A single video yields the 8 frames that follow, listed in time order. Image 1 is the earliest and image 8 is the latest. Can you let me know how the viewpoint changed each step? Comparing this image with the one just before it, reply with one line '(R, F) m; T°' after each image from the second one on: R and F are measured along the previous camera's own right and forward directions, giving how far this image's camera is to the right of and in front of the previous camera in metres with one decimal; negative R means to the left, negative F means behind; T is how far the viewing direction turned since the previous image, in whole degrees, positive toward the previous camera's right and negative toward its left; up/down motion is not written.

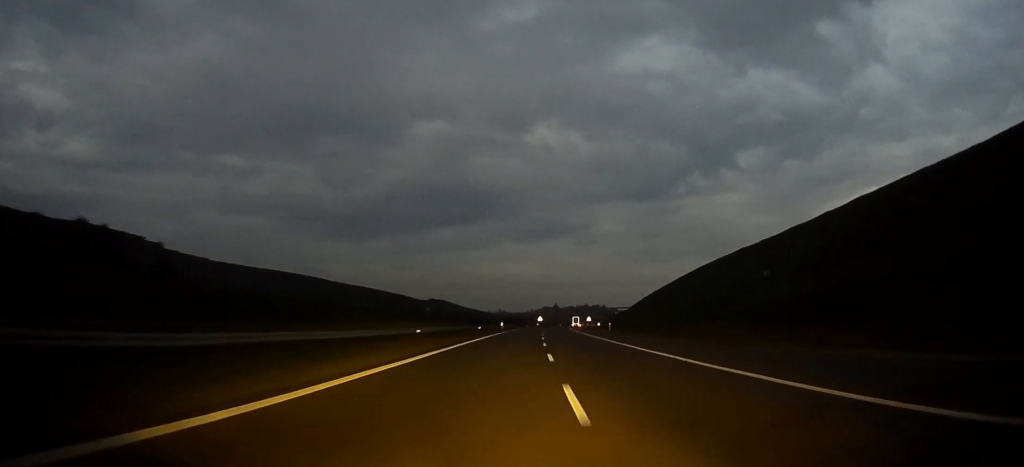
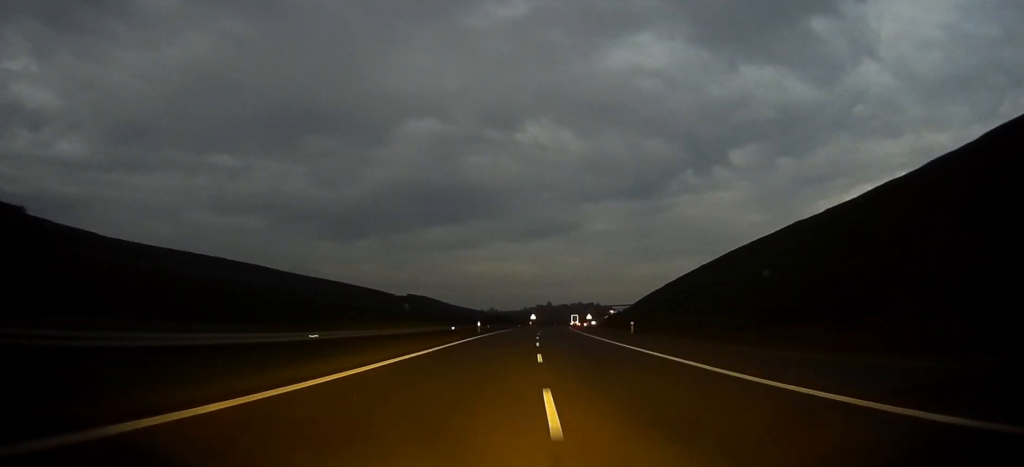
(0.0, +25.1) m; +1°
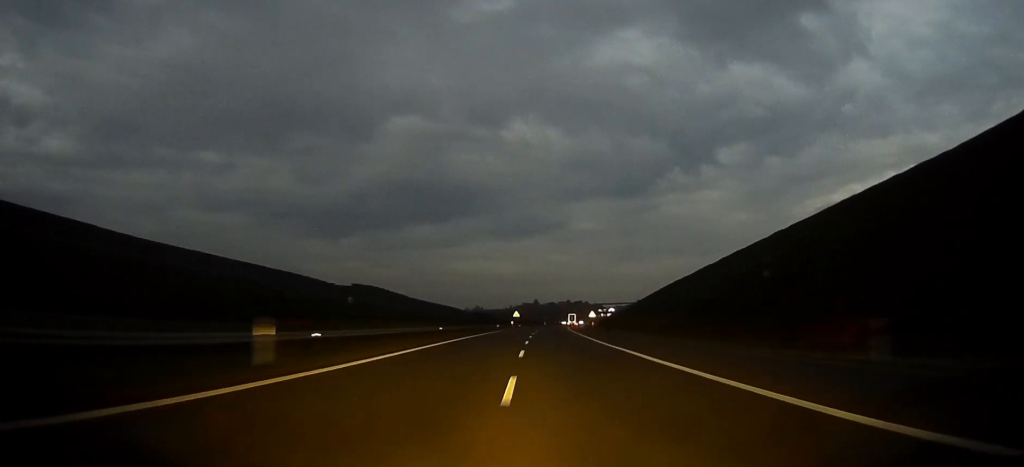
(+0.7, +45.7) m; +2°
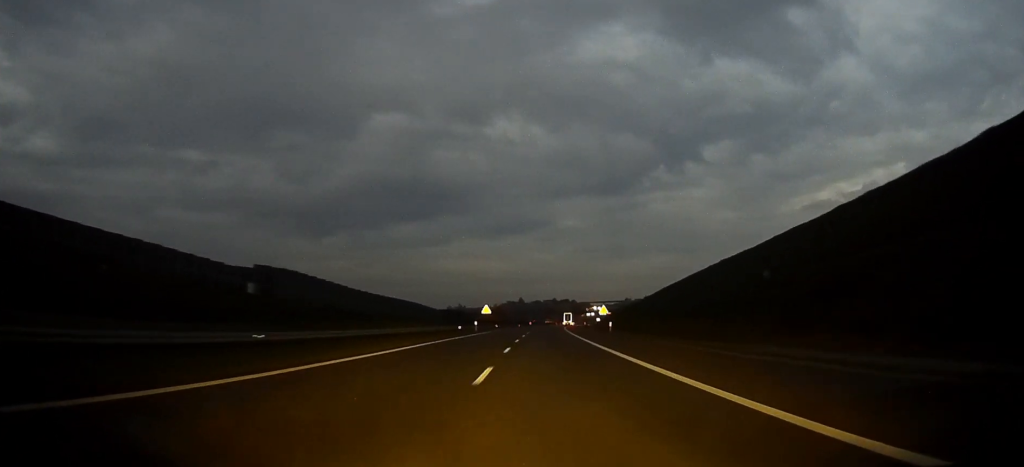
(+0.5, +45.5) m; +1°
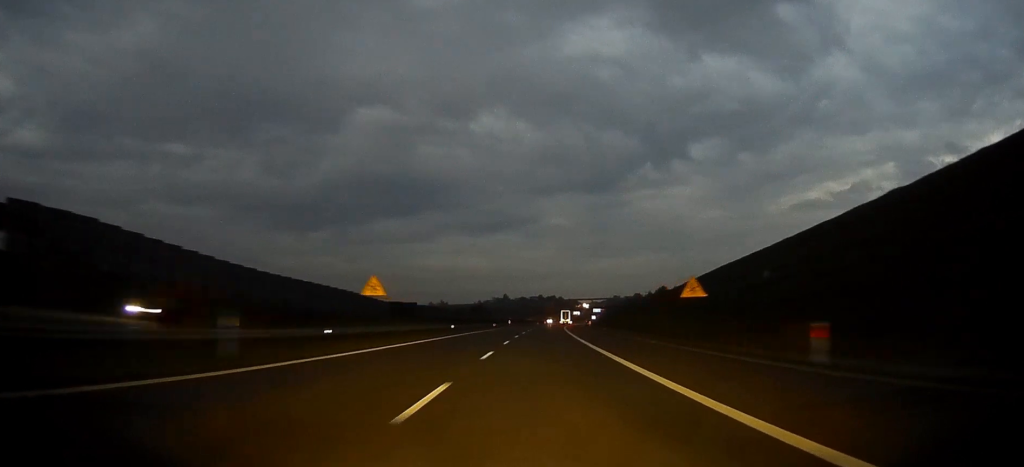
(+0.4, +53.3) m; +1°
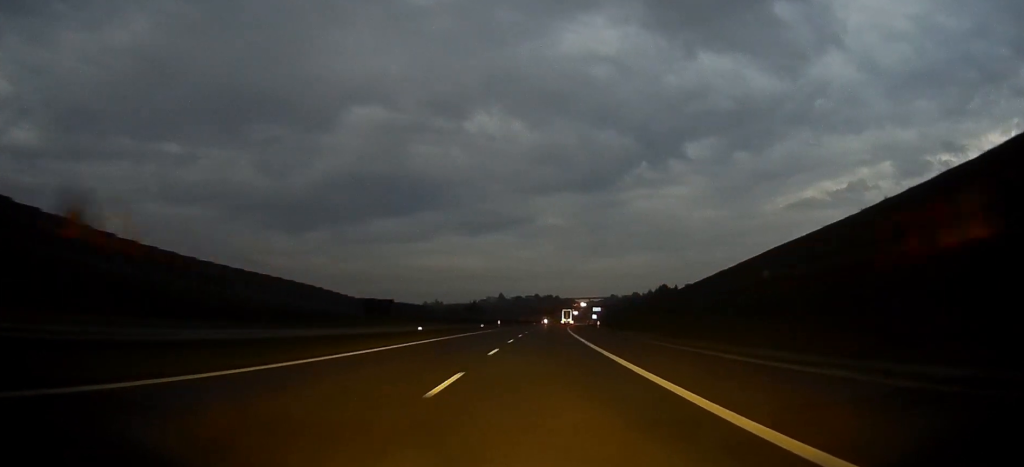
(+0.1, +21.6) m; +1°
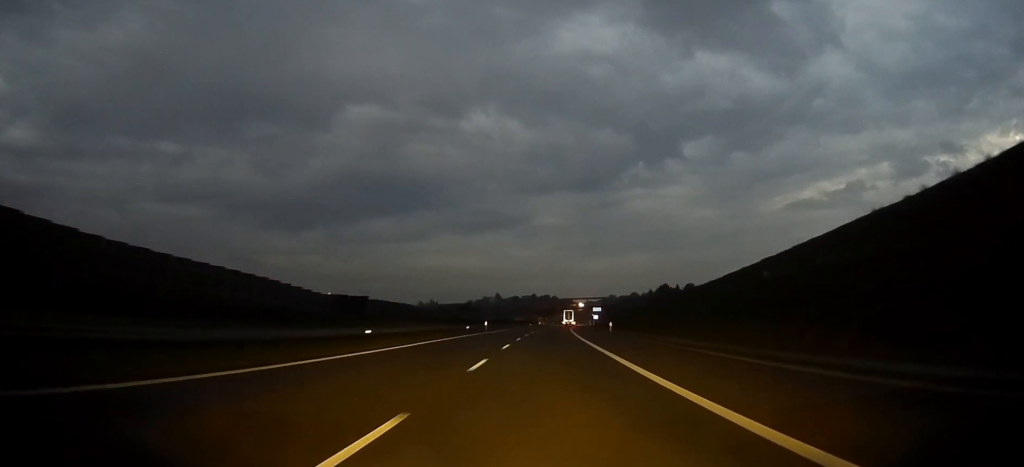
(+0.1, +18.9) m; 0°
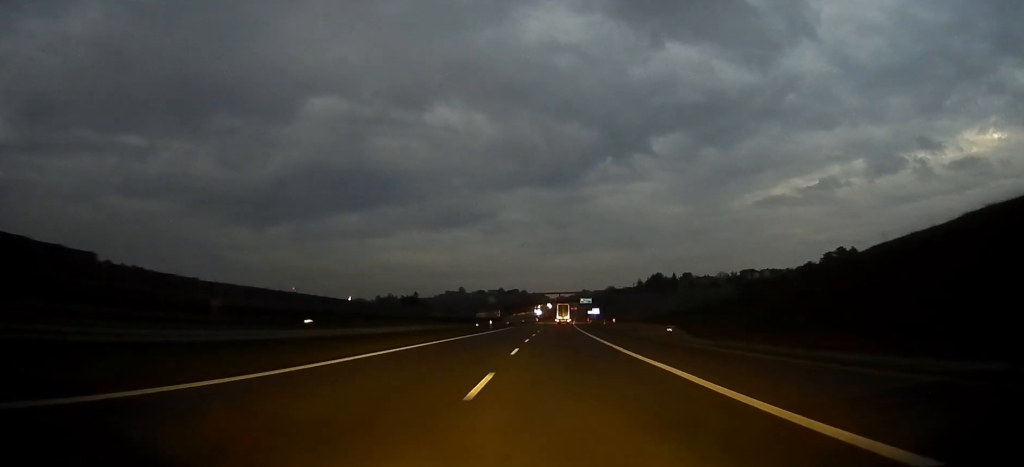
(+1.9, +102.5) m; +2°
